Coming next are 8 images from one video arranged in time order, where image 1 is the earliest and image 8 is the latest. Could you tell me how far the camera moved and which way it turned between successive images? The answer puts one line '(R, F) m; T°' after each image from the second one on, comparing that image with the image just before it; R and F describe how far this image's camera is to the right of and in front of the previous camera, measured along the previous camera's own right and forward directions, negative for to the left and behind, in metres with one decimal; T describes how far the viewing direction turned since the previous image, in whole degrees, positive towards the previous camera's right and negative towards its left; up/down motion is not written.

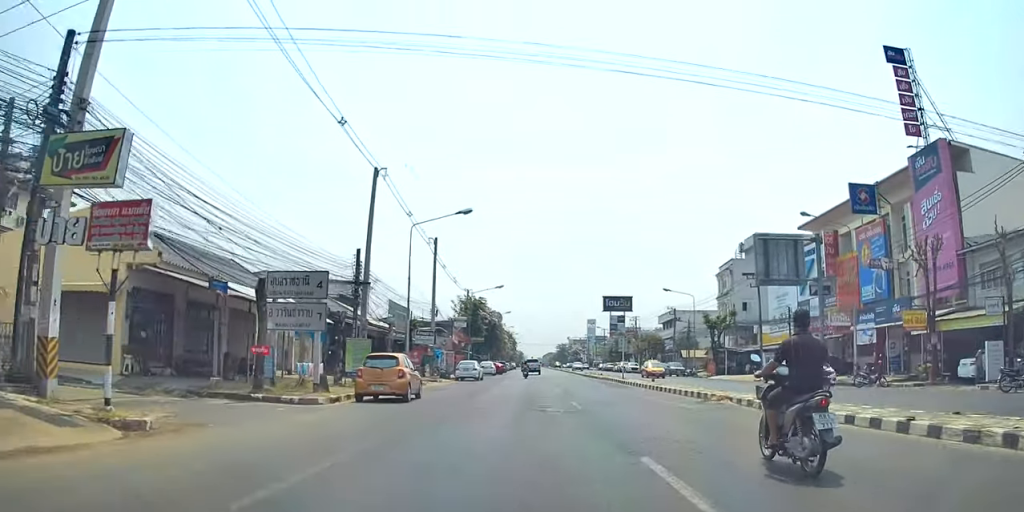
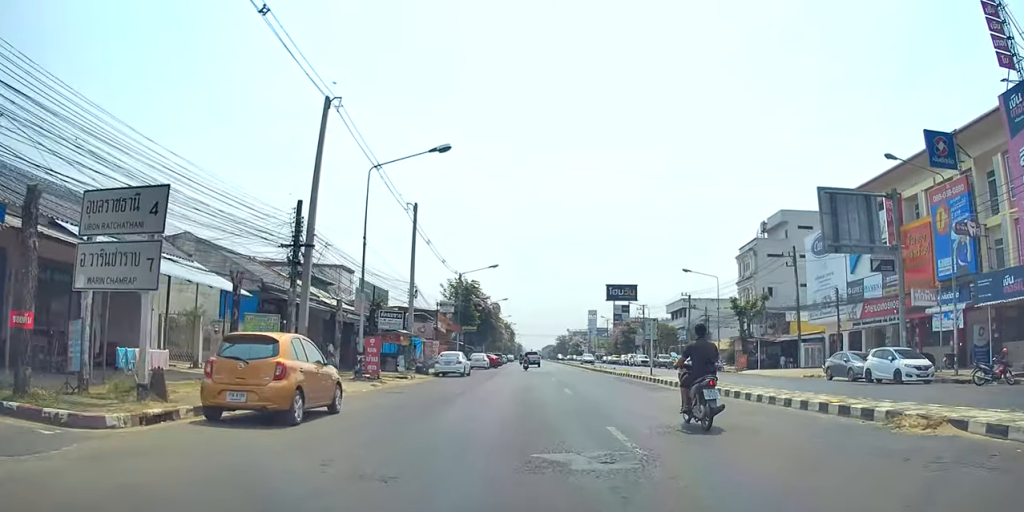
(+0.3, +9.5) m; -1°
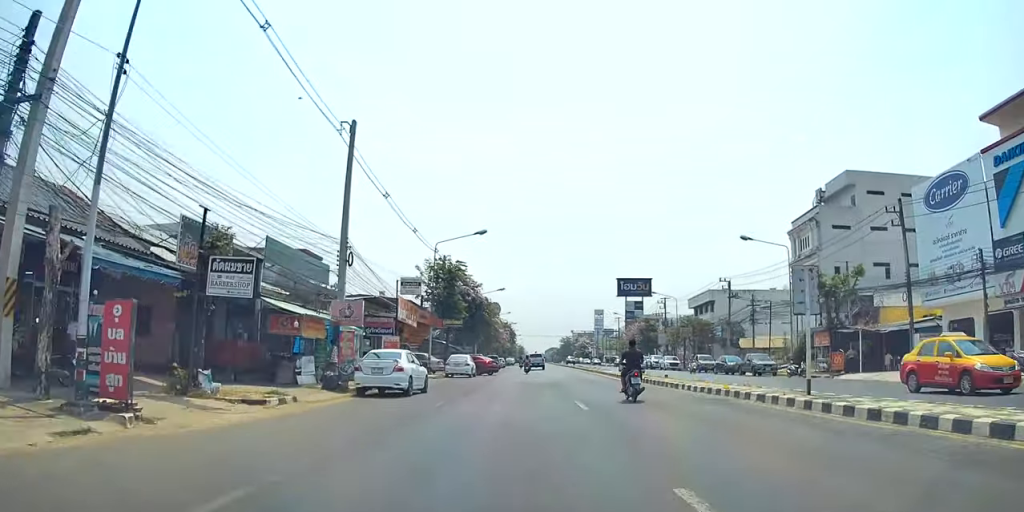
(-0.3, +16.2) m; +1°
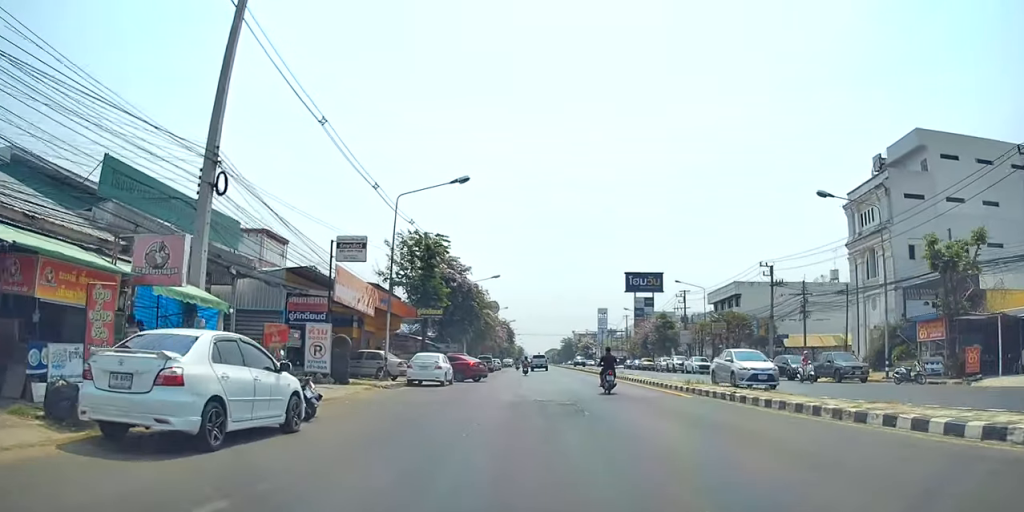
(+0.4, +12.3) m; 0°
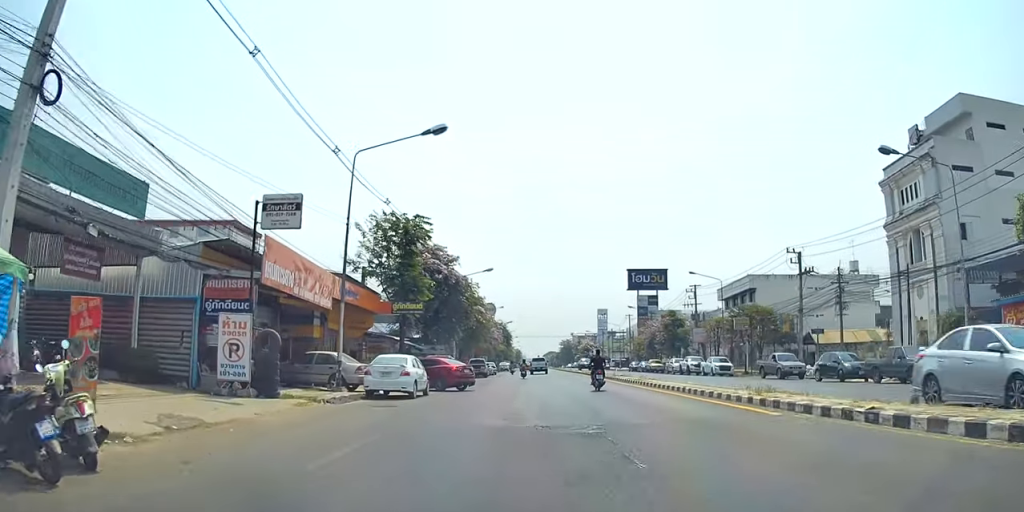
(-0.1, +7.1) m; -1°
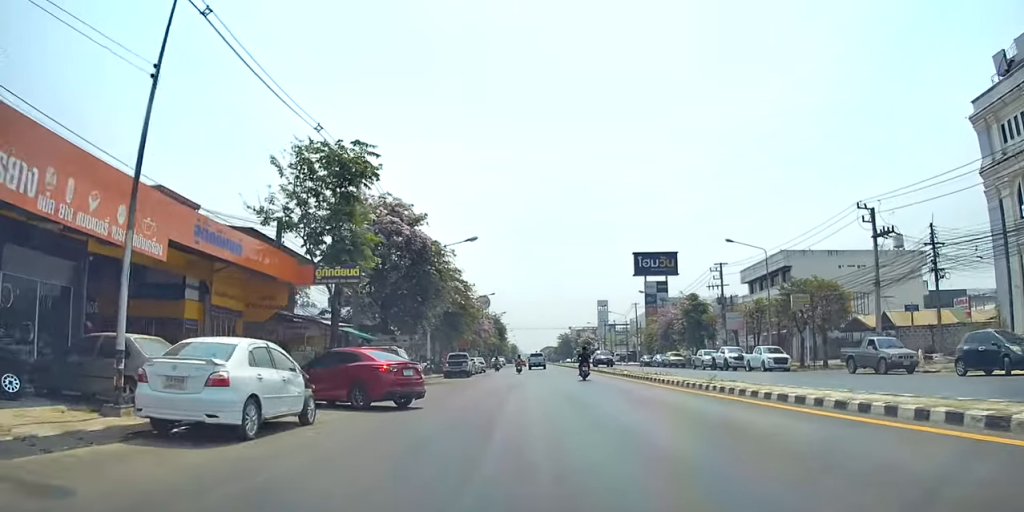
(-0.2, +12.4) m; -1°
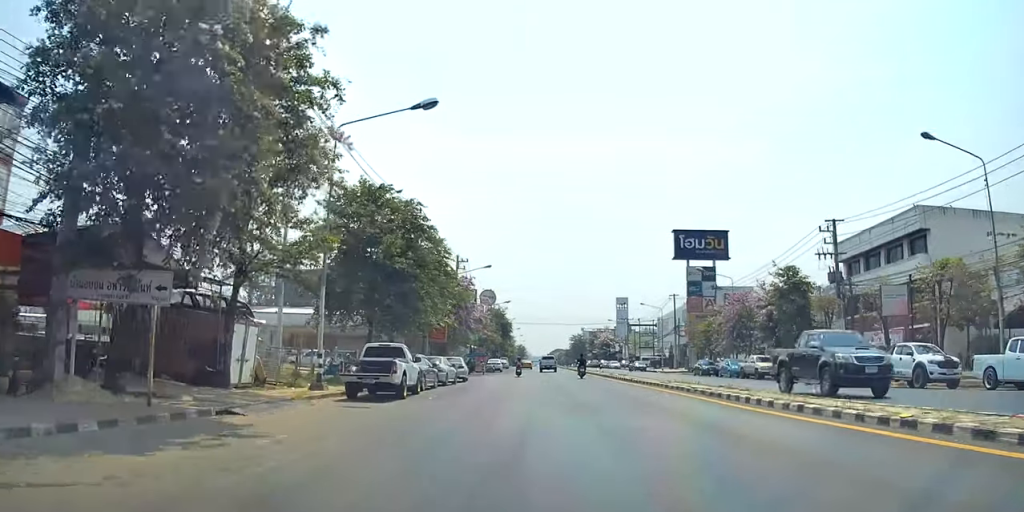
(-0.1, +24.9) m; +1°
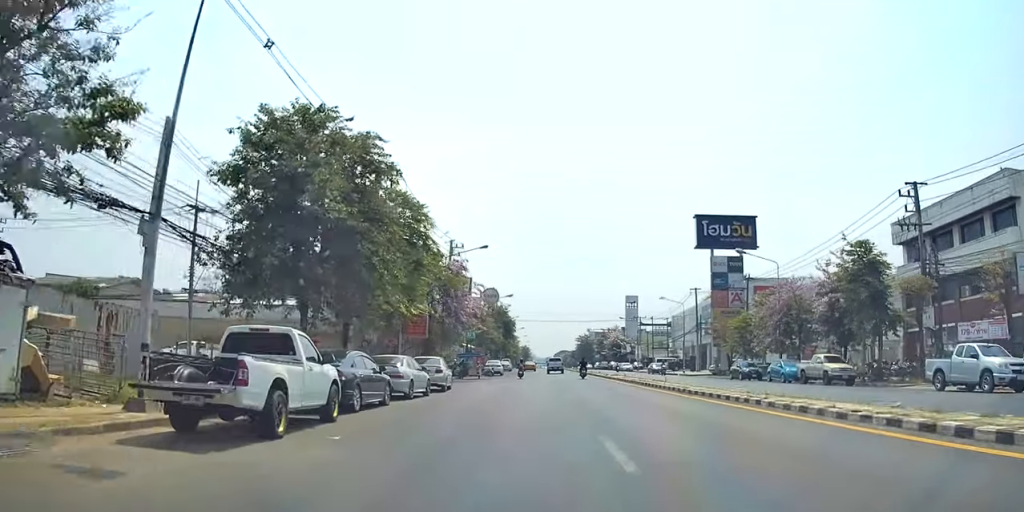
(+0.1, +10.1) m; 0°
